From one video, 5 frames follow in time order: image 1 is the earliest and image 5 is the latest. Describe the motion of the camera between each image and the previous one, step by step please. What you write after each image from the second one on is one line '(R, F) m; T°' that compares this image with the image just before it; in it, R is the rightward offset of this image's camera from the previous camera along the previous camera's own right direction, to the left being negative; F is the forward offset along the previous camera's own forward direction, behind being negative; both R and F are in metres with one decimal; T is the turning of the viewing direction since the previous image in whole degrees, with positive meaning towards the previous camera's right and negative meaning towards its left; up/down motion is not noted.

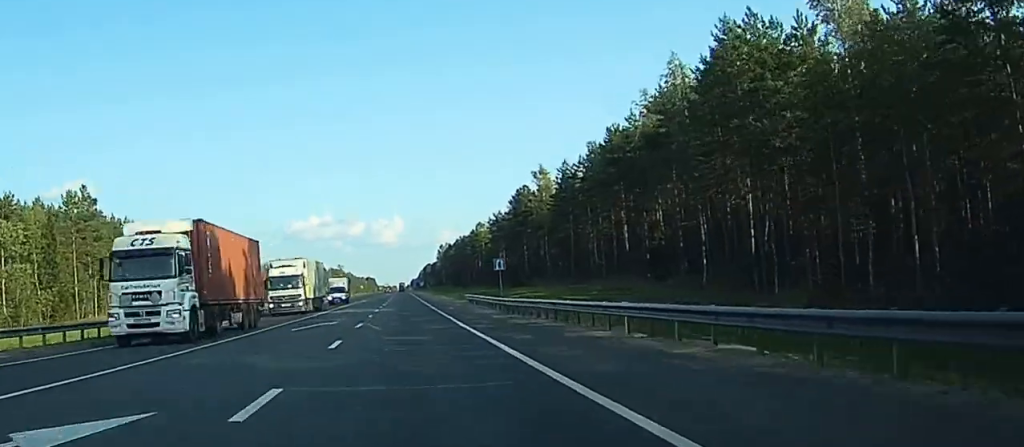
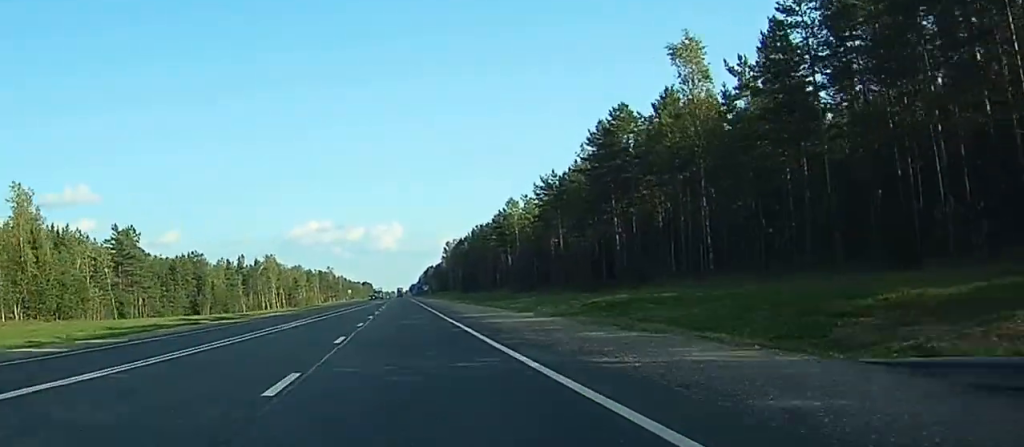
(+0.1, +69.1) m; 0°
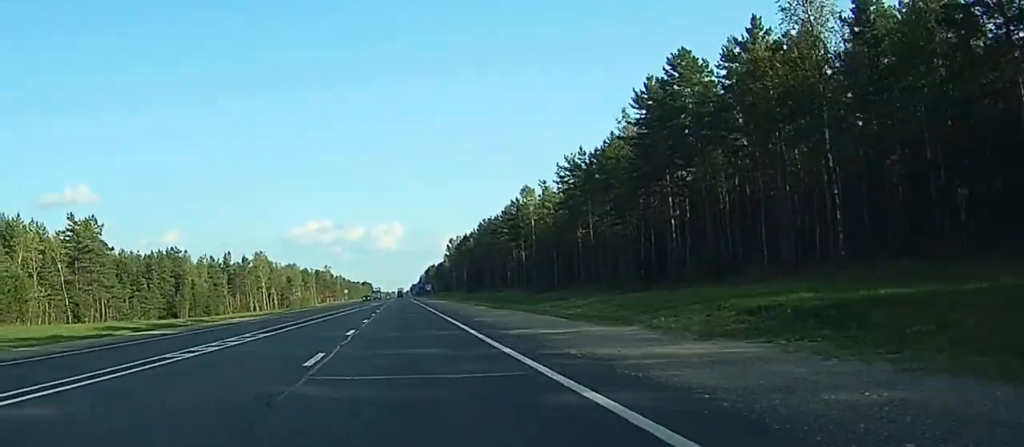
(0.0, +19.2) m; 0°
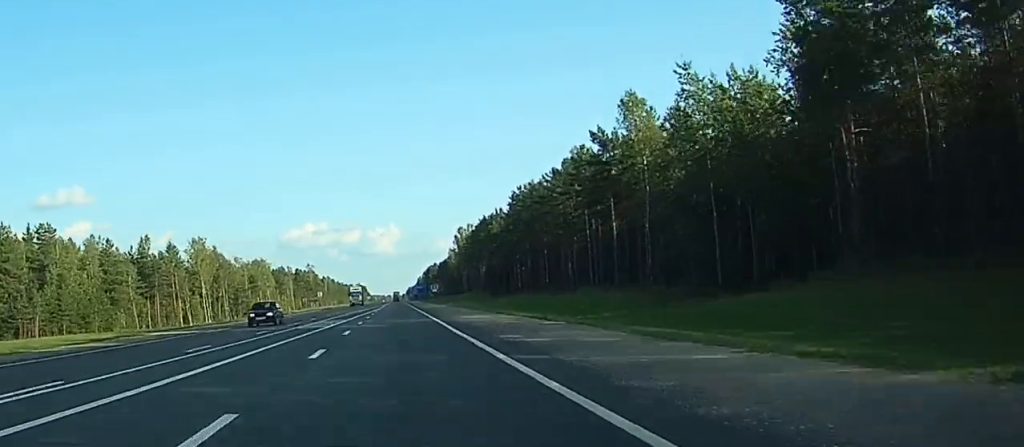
(0.0, +69.0) m; 0°
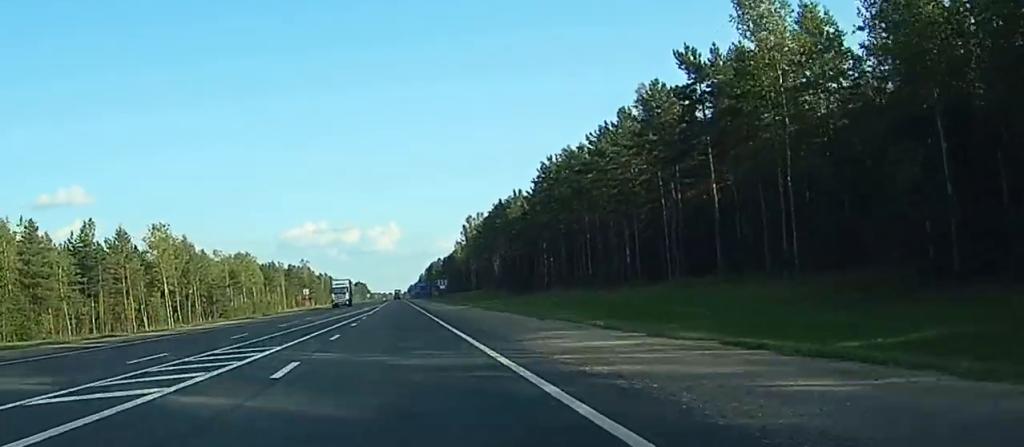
(0.0, +28.6) m; 0°
